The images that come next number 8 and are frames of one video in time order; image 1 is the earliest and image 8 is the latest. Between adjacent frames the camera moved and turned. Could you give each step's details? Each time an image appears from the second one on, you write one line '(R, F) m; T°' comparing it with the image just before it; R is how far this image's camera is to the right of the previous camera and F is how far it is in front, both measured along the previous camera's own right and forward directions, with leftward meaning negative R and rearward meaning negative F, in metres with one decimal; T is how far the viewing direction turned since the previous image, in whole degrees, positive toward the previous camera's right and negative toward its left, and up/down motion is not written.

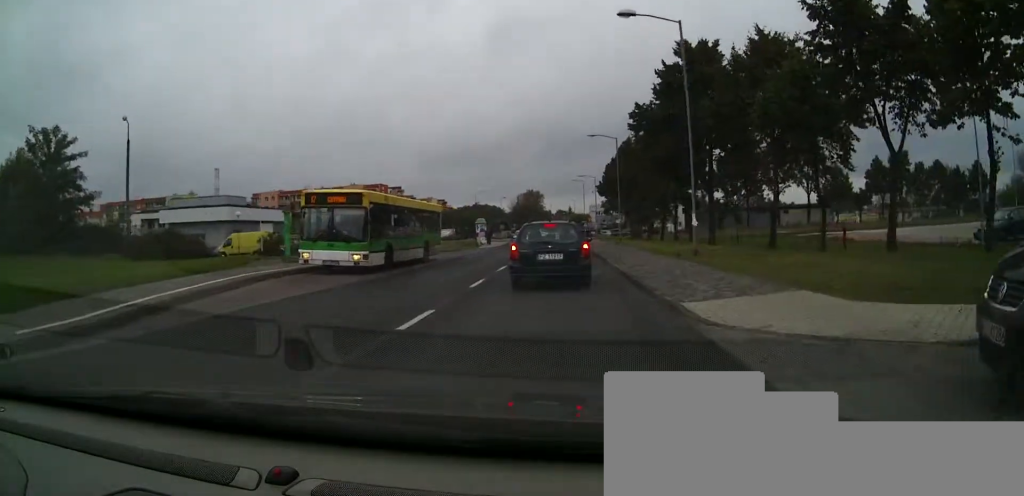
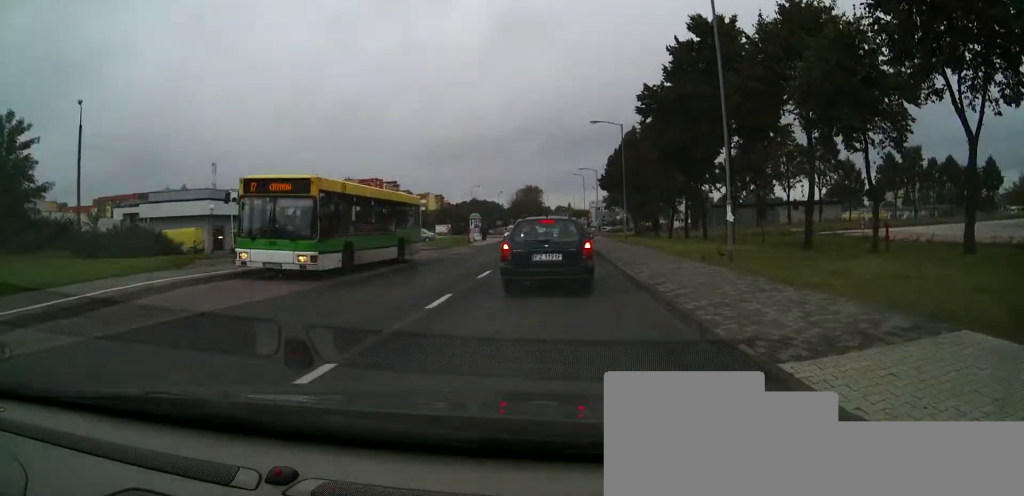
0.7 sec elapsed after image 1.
(+0.1, +4.3) m; +1°
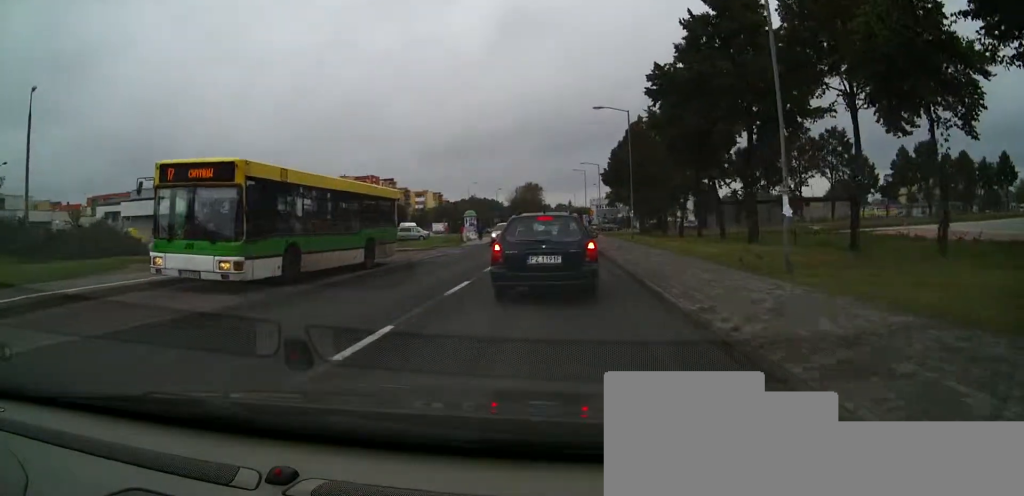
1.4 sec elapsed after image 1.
(0.0, +4.2) m; -1°
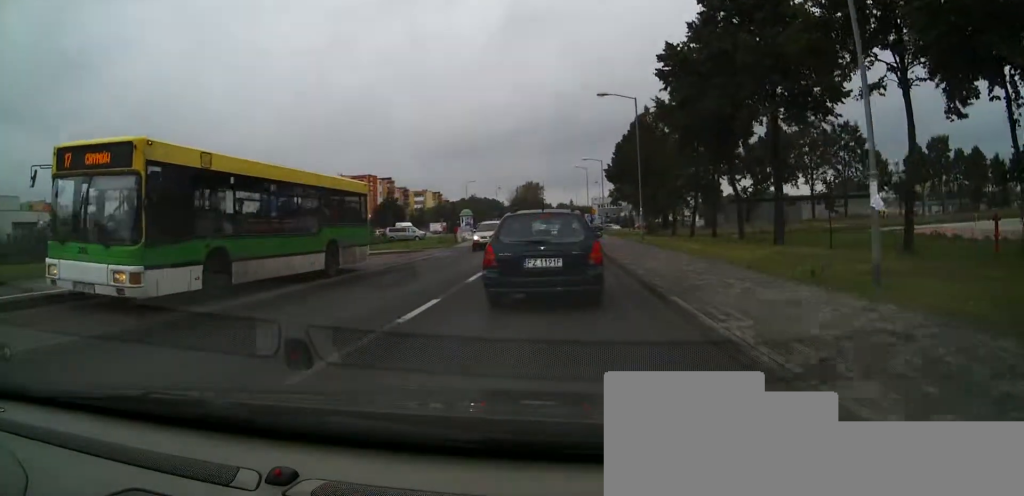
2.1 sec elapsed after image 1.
(0.0, +3.6) m; +1°
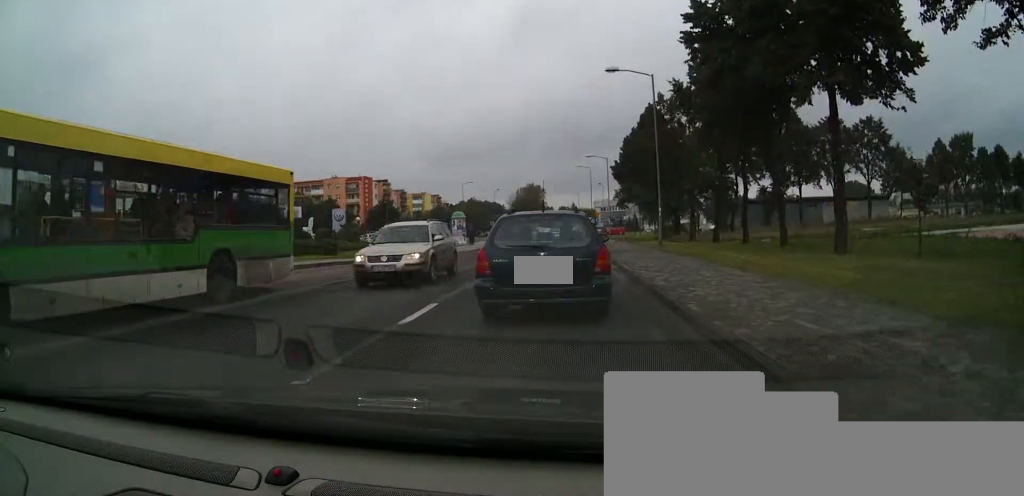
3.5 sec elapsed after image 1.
(+0.2, +6.4) m; +2°
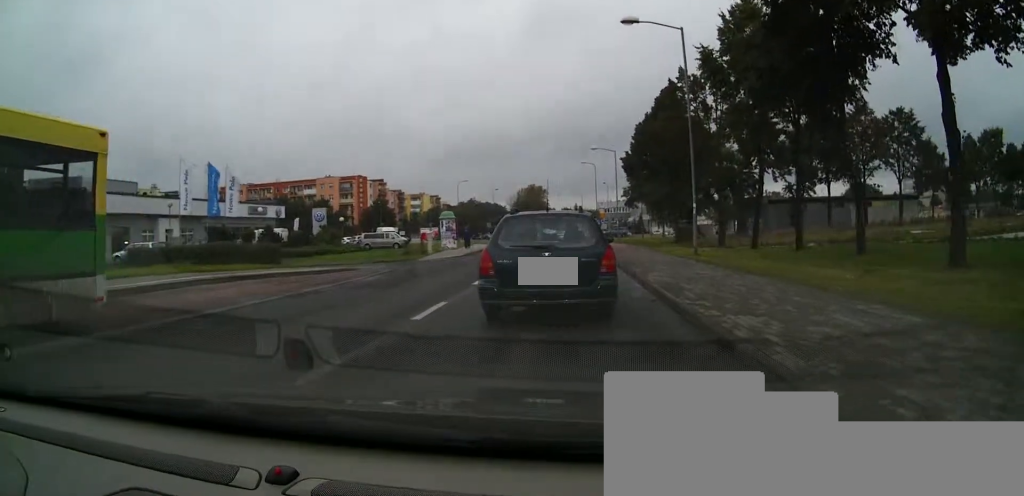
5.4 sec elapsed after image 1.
(-0.3, +6.5) m; -3°
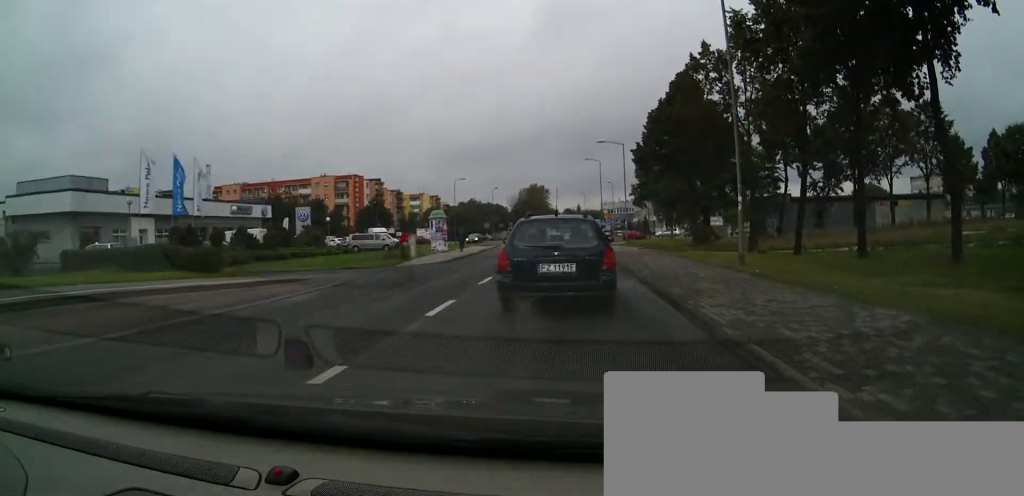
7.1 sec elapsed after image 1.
(+0.2, +4.9) m; +2°
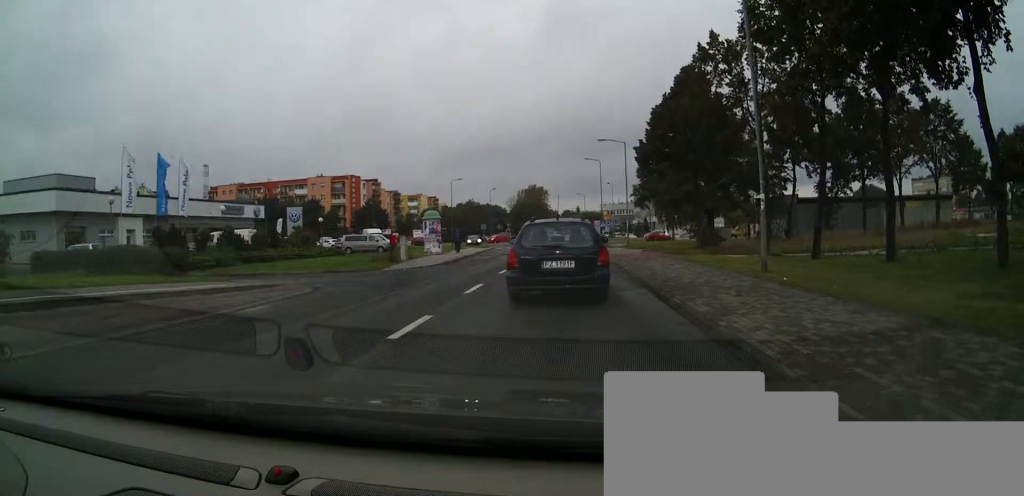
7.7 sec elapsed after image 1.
(0.0, +1.9) m; +1°
